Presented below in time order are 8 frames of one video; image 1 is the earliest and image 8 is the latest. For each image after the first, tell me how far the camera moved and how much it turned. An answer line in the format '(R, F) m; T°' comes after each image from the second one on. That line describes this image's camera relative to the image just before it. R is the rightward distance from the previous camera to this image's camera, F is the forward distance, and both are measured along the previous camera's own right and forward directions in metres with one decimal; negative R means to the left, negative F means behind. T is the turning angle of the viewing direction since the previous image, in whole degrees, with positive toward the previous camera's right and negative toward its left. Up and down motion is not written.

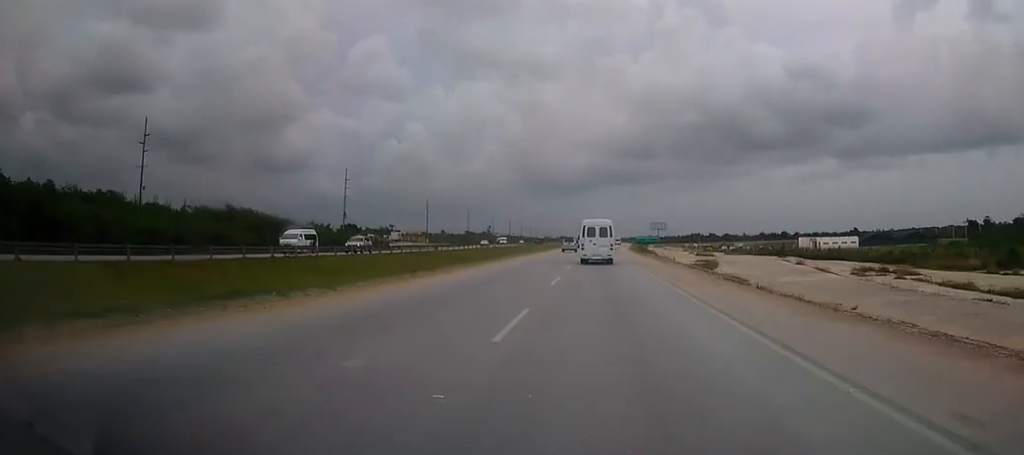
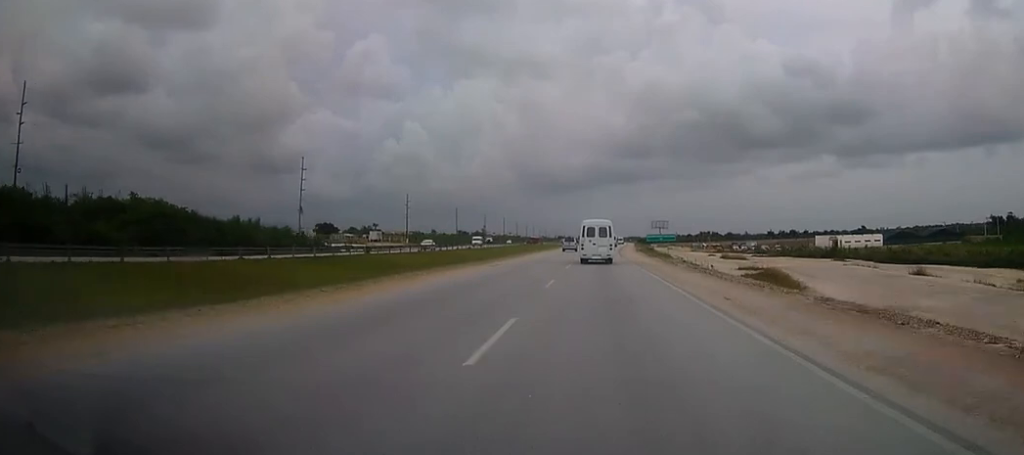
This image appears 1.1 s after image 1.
(0.0, +27.3) m; 0°
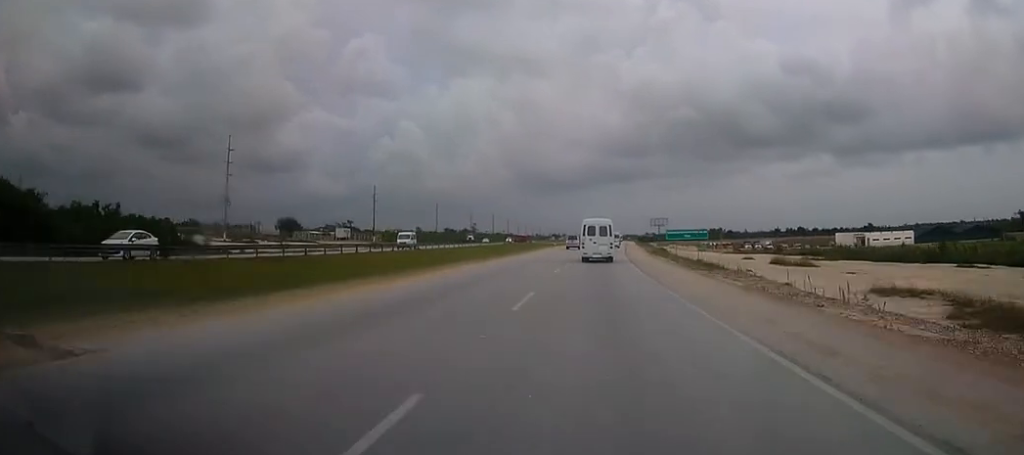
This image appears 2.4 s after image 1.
(-0.1, +31.8) m; +1°
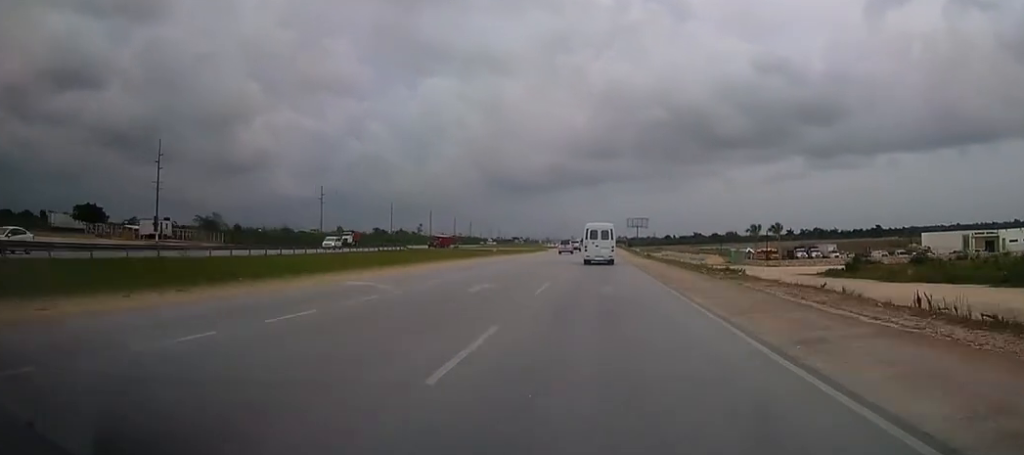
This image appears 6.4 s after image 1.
(+1.7, +98.1) m; +2°
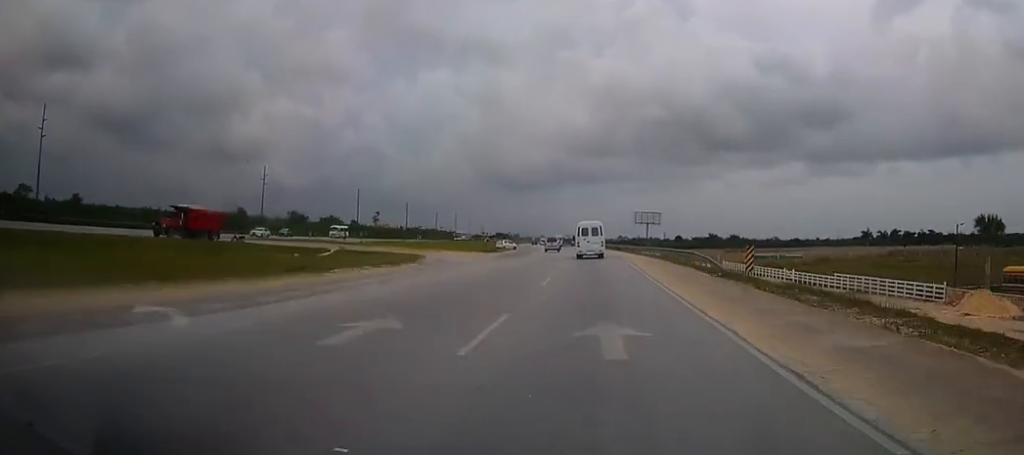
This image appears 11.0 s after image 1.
(+1.1, +111.2) m; 0°
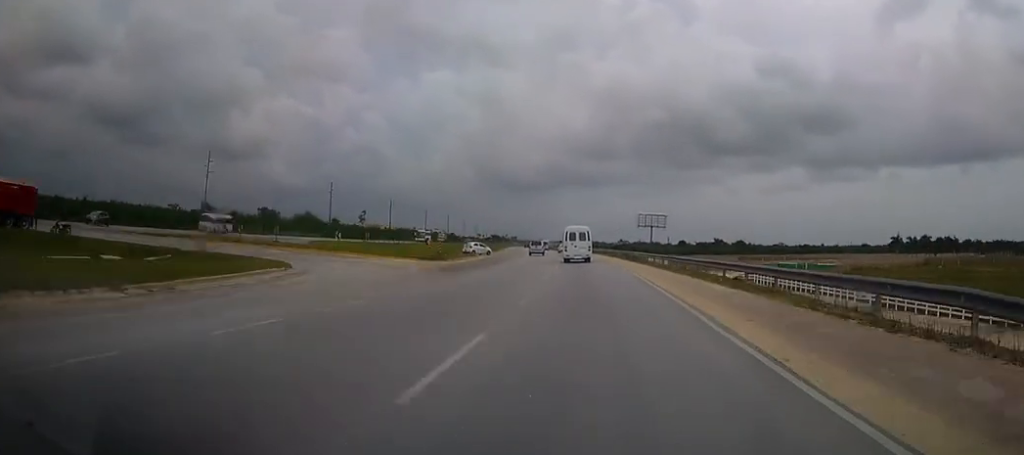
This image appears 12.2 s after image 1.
(-0.2, +28.6) m; -1°
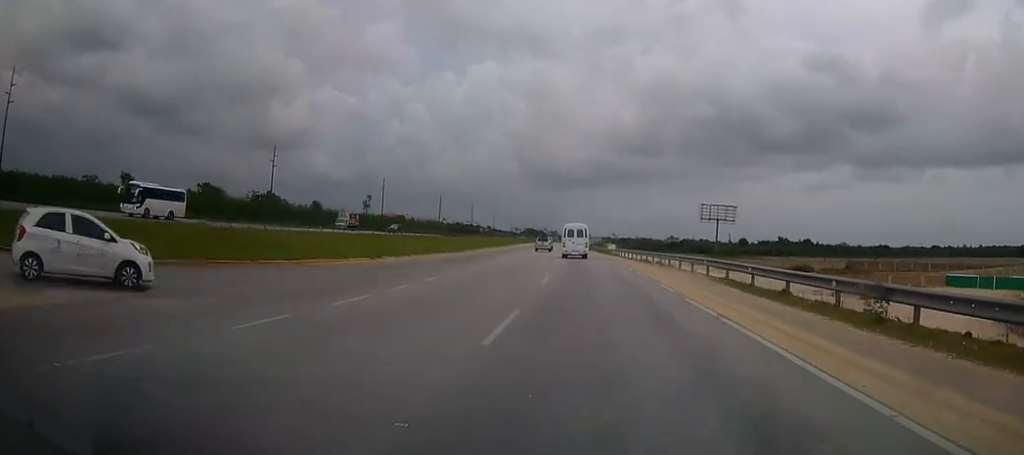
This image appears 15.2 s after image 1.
(-1.5, +71.8) m; -3°
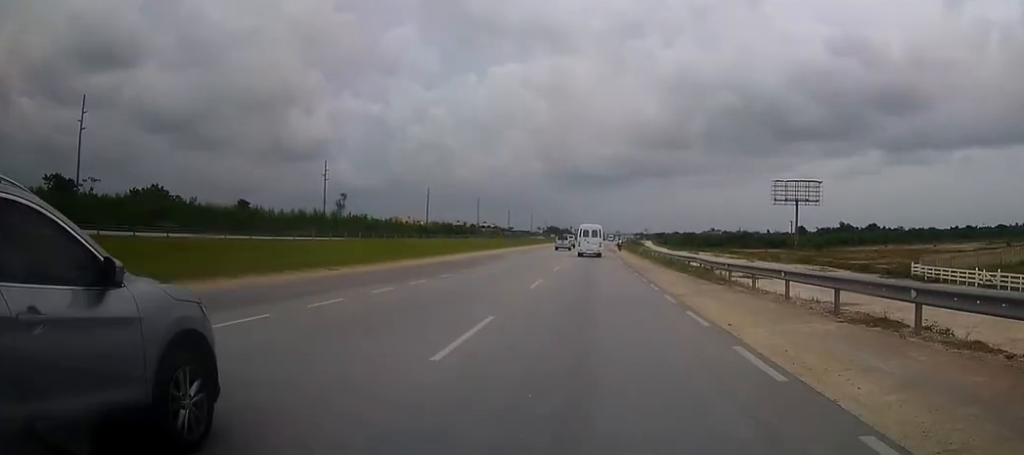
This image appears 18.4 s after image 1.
(-1.8, +76.6) m; -2°
